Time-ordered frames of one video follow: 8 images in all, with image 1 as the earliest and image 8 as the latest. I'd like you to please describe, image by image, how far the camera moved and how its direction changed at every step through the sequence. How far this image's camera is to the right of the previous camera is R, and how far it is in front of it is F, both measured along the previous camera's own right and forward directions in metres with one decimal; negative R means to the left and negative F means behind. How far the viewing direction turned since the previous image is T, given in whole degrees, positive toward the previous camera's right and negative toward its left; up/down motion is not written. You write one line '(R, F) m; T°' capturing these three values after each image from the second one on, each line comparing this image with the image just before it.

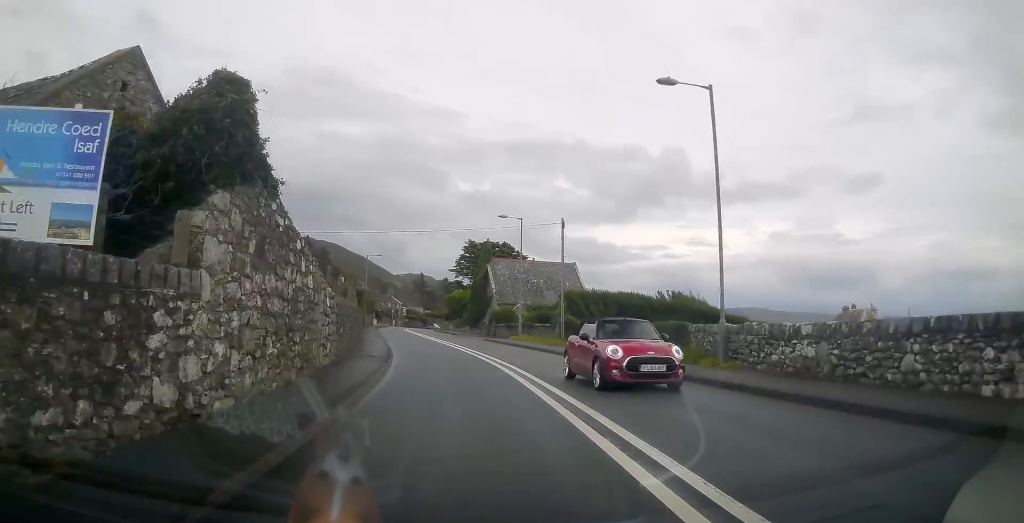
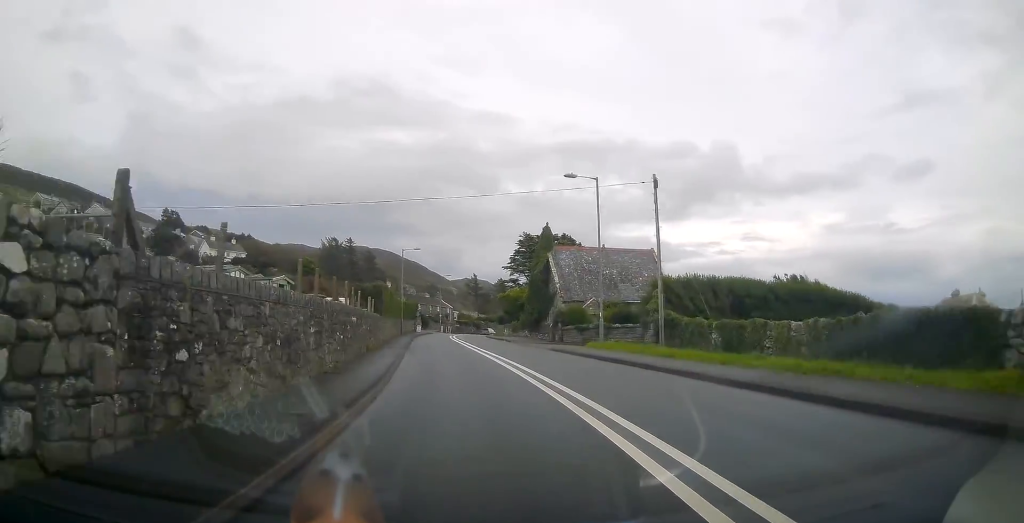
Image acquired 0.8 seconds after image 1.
(-0.5, +11.9) m; -5°
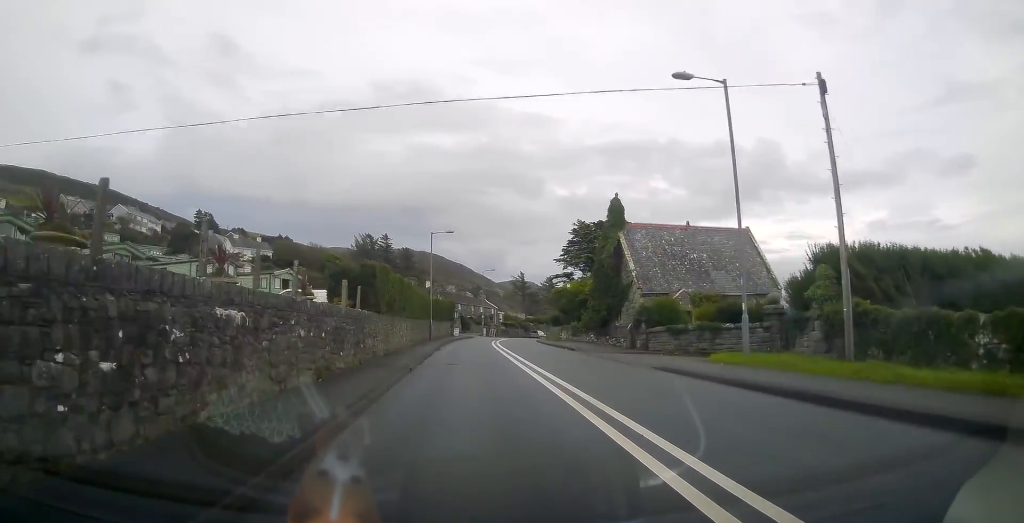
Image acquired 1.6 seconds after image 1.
(-0.5, +12.4) m; -4°
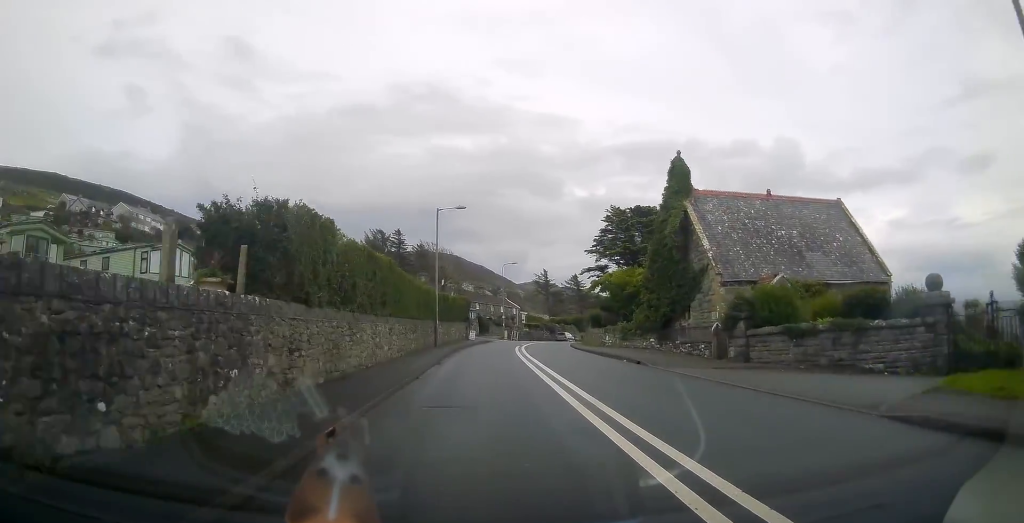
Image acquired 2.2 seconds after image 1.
(-0.5, +10.3) m; -2°
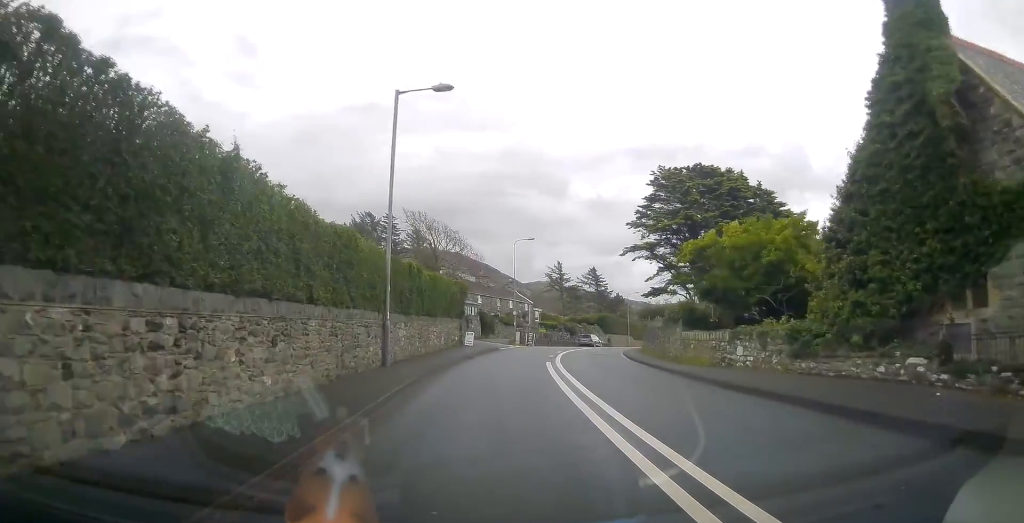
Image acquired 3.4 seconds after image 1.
(+0.2, +18.5) m; 0°
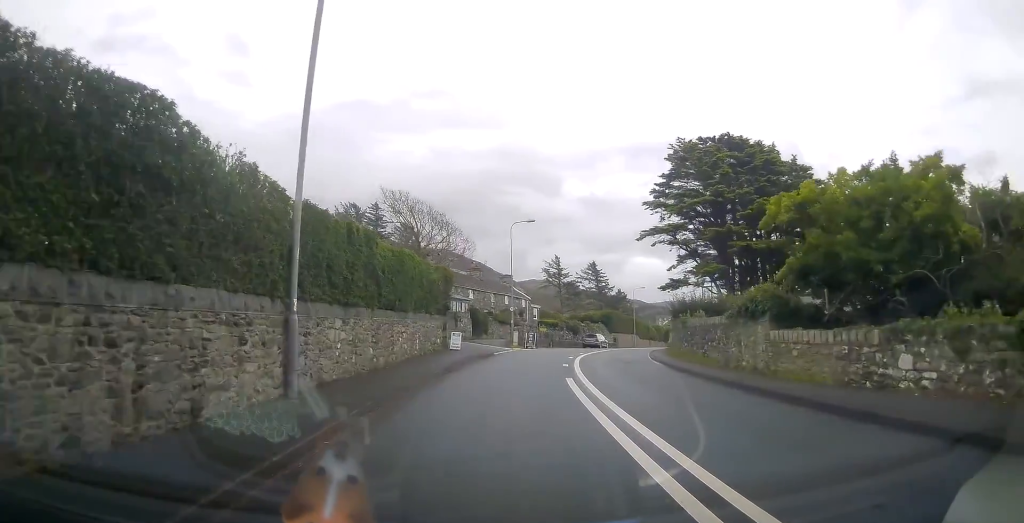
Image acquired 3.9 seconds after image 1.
(-0.1, +7.7) m; 0°
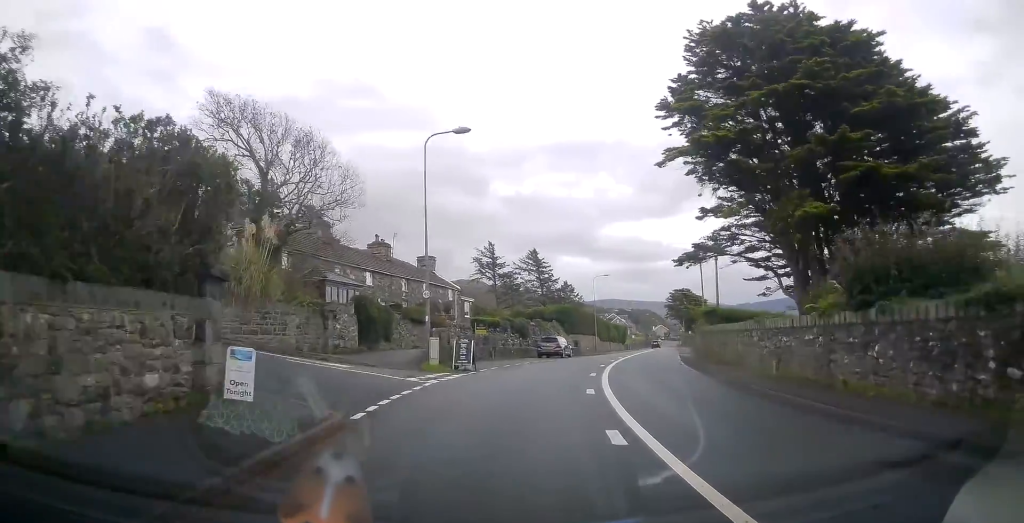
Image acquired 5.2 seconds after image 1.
(+0.4, +19.5) m; +6°
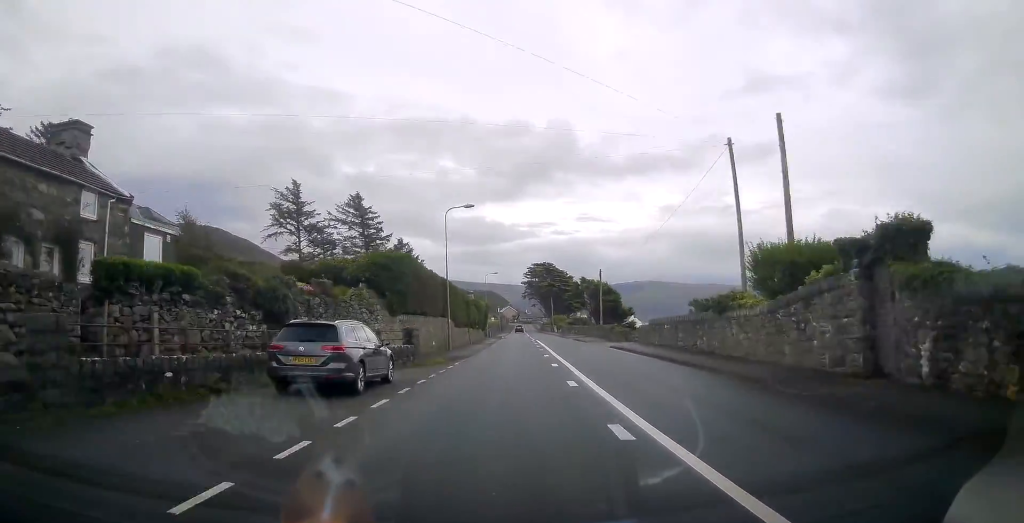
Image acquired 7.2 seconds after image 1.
(+3.9, +29.8) m; +12°
